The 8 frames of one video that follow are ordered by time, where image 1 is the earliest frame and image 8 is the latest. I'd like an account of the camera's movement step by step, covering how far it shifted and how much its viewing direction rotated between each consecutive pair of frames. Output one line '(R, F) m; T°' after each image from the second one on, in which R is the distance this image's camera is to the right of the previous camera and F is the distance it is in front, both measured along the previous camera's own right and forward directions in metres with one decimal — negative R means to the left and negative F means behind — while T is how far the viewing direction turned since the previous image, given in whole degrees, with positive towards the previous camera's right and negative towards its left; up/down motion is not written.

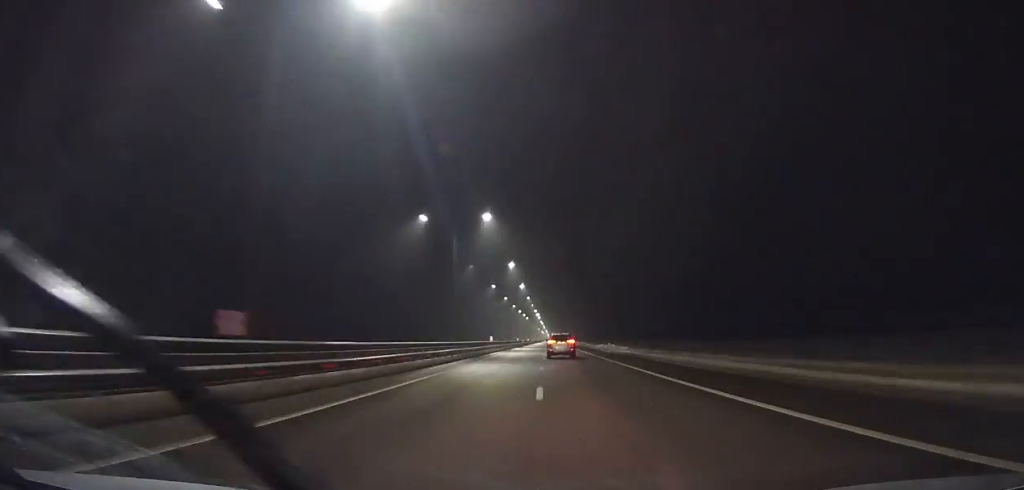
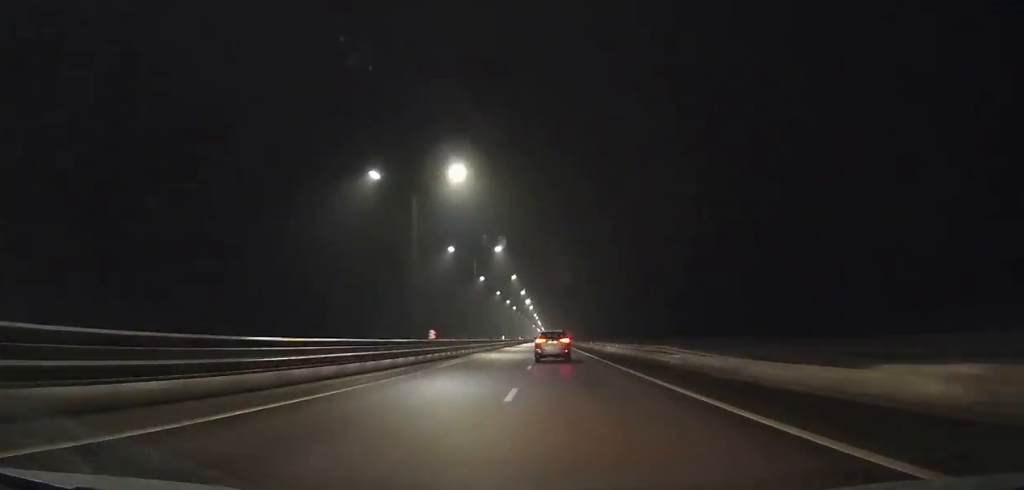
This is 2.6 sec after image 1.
(+0.4, +70.4) m; 0°
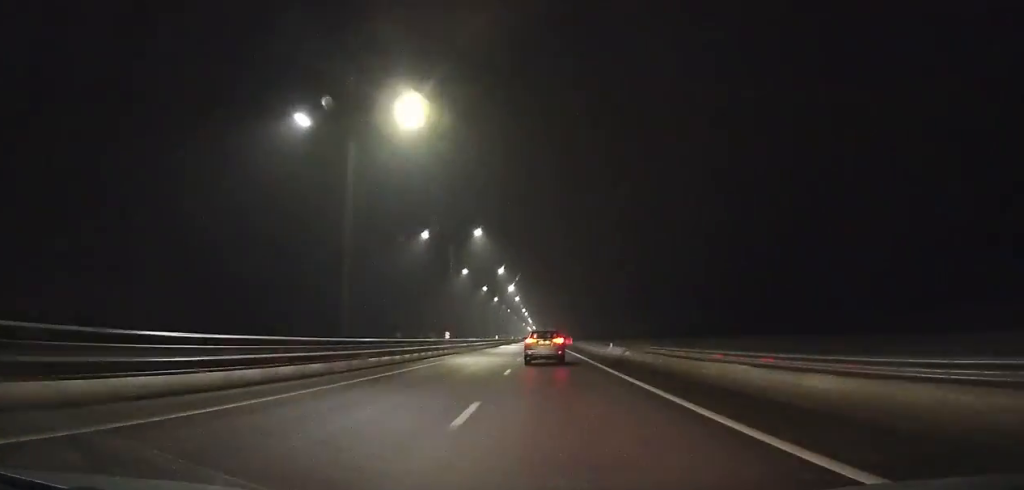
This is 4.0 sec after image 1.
(+0.1, +37.3) m; 0°
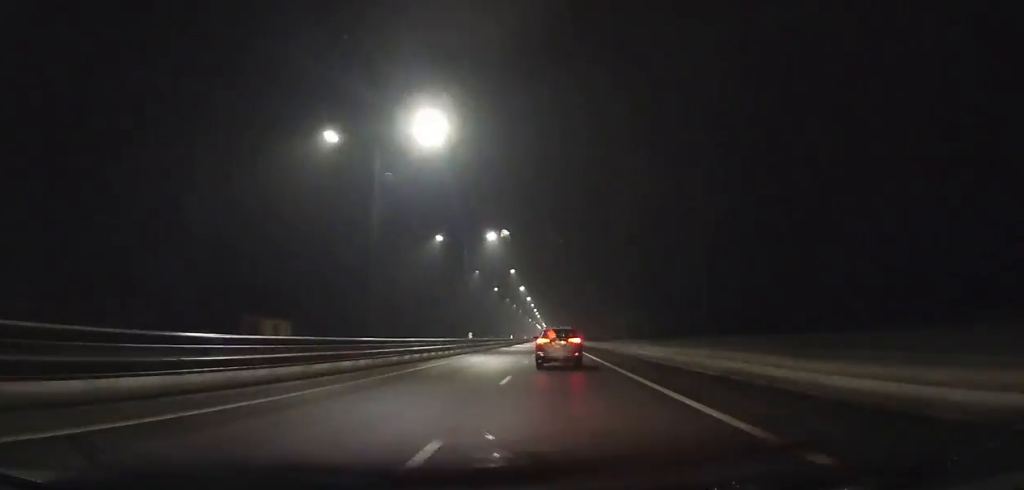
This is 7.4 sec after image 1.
(-0.6, +87.8) m; 0°
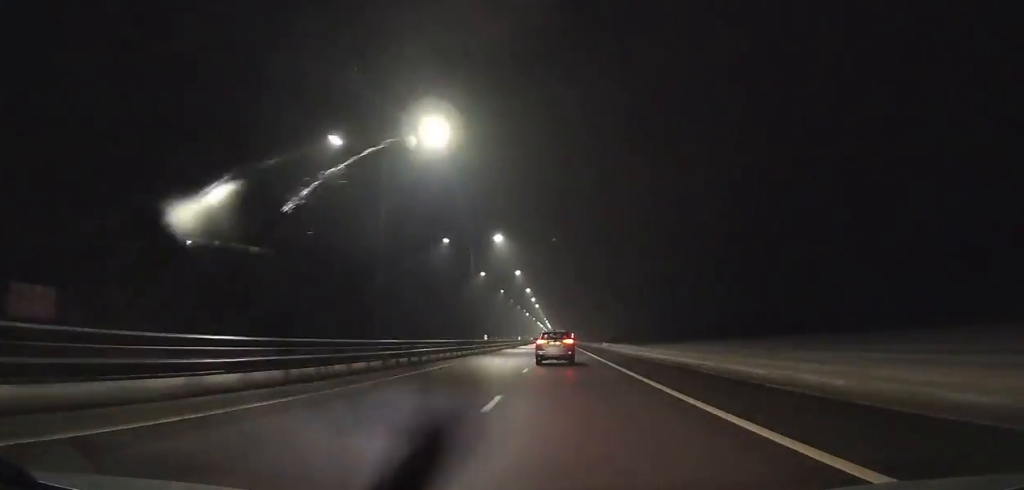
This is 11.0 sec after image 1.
(0.0, +89.3) m; 0°
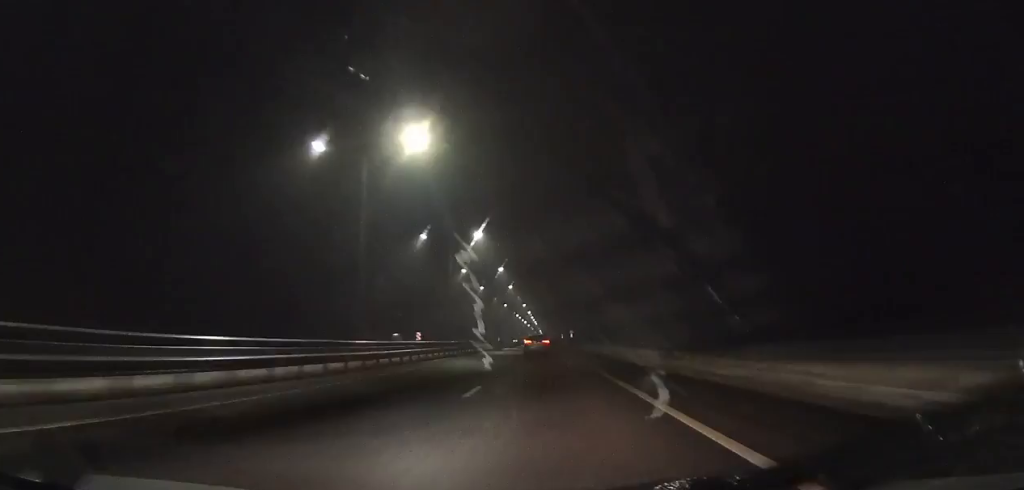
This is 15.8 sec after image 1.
(0.0, +116.6) m; 0°
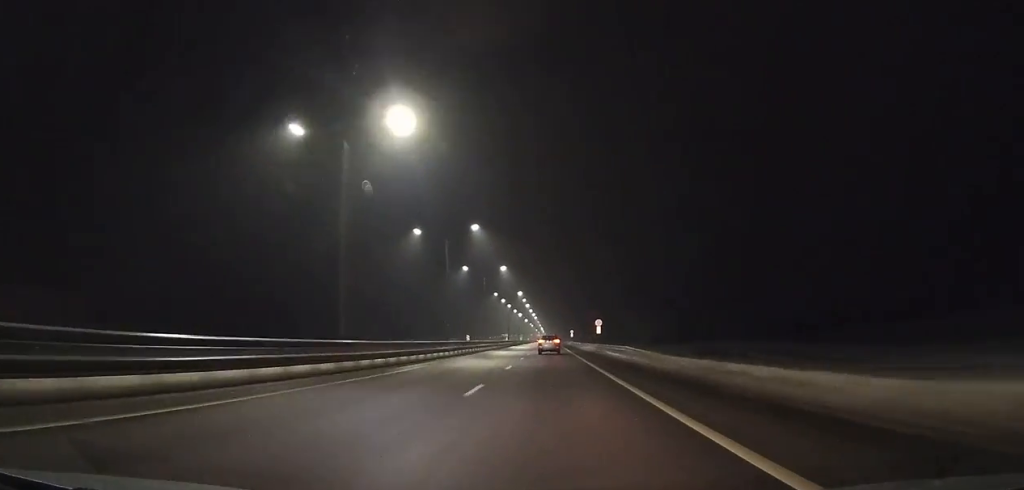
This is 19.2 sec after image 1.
(-0.2, +82.4) m; 0°
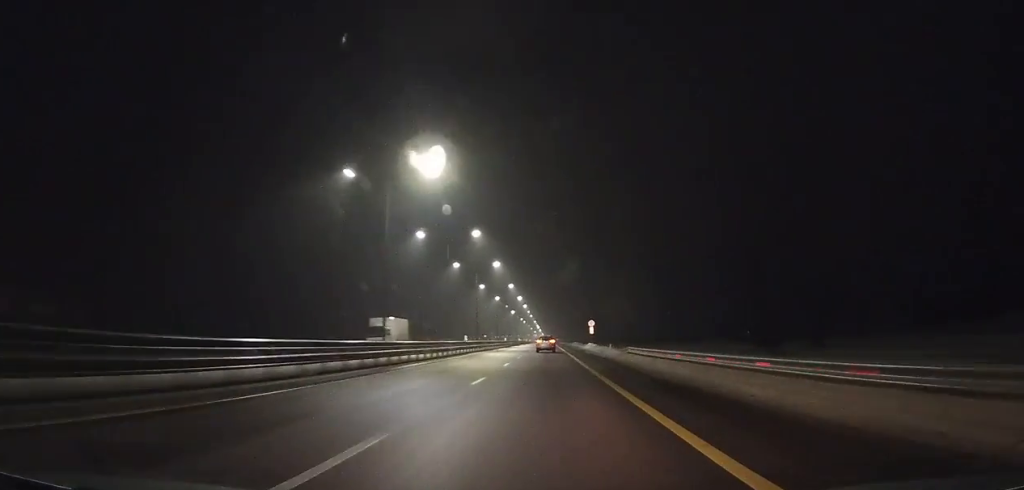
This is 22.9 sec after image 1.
(+0.1, +90.7) m; 0°
